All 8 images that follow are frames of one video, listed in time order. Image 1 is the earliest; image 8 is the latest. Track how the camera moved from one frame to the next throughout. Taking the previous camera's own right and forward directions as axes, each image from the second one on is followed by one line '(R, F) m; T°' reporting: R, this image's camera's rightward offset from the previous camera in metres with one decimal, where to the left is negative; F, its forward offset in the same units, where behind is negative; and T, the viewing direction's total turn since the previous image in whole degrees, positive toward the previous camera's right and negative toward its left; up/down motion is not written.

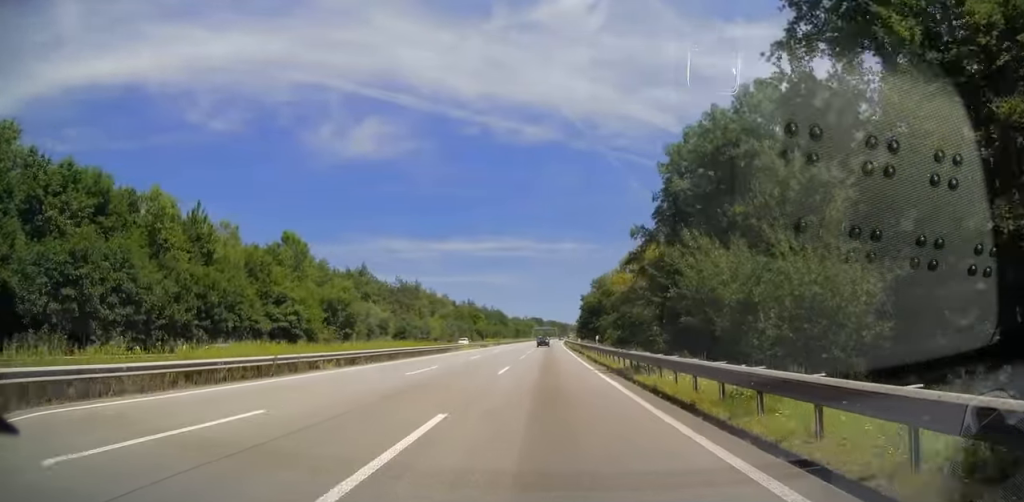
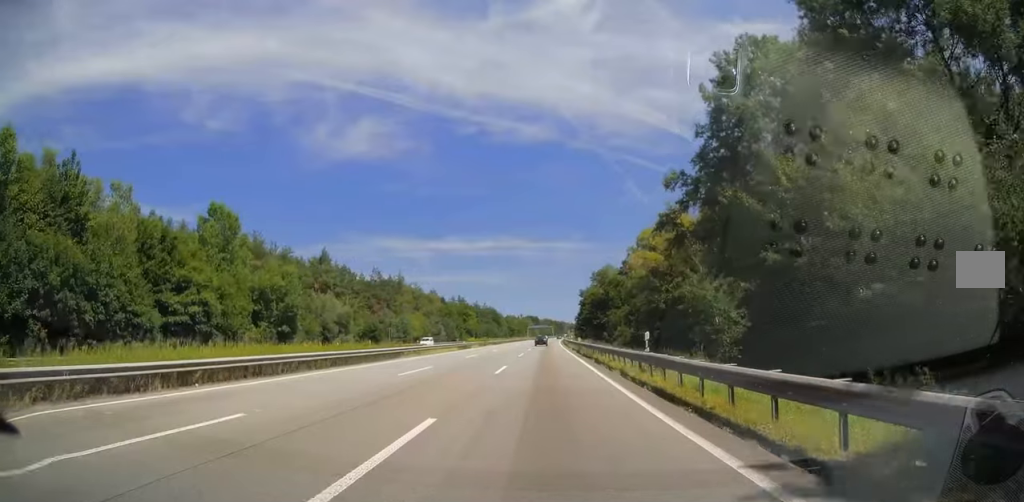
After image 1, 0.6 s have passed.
(+0.1, +18.8) m; 0°
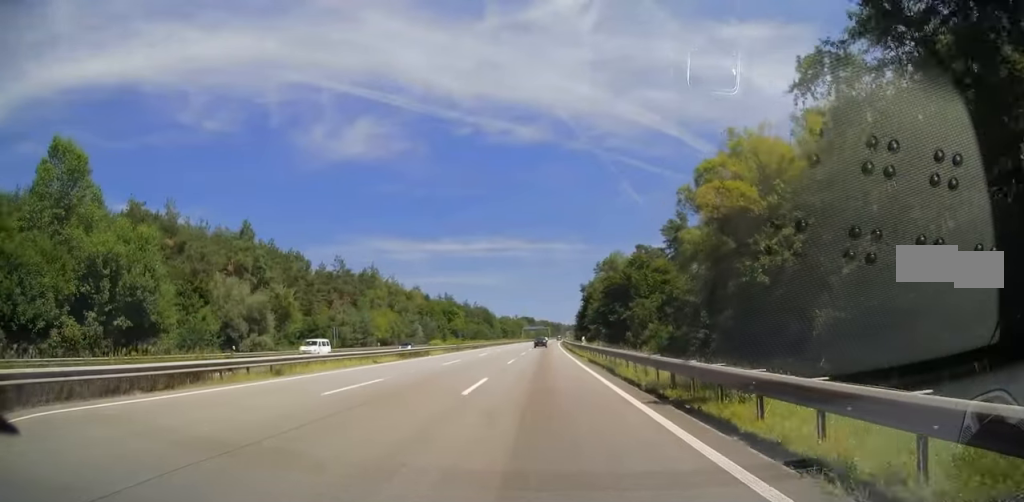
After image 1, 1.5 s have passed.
(0.0, +25.7) m; 0°
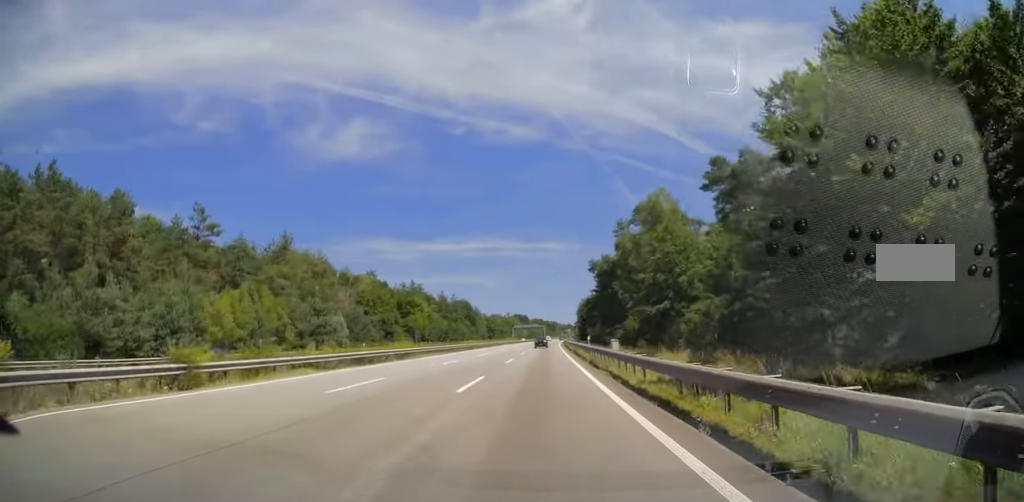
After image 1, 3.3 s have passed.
(+0.7, +53.3) m; +1°
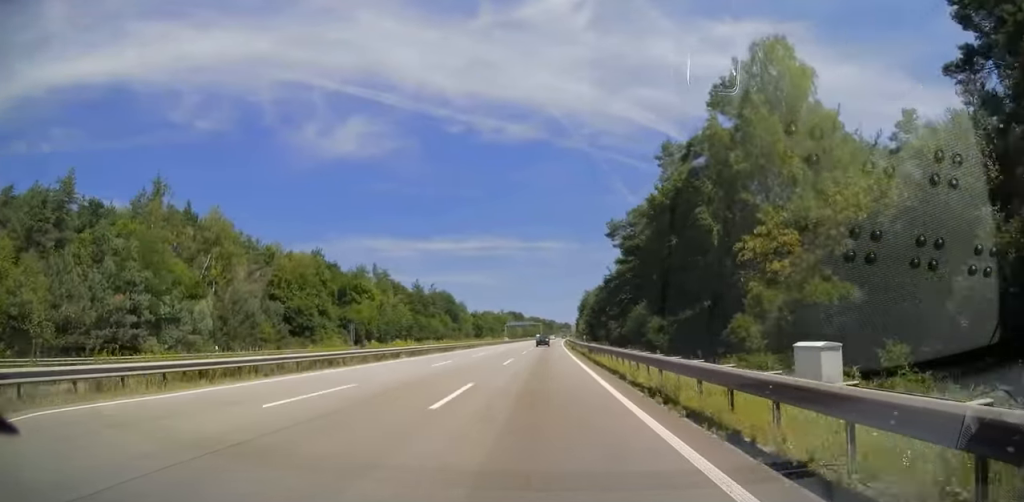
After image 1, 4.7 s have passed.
(-0.3, +40.0) m; -1°
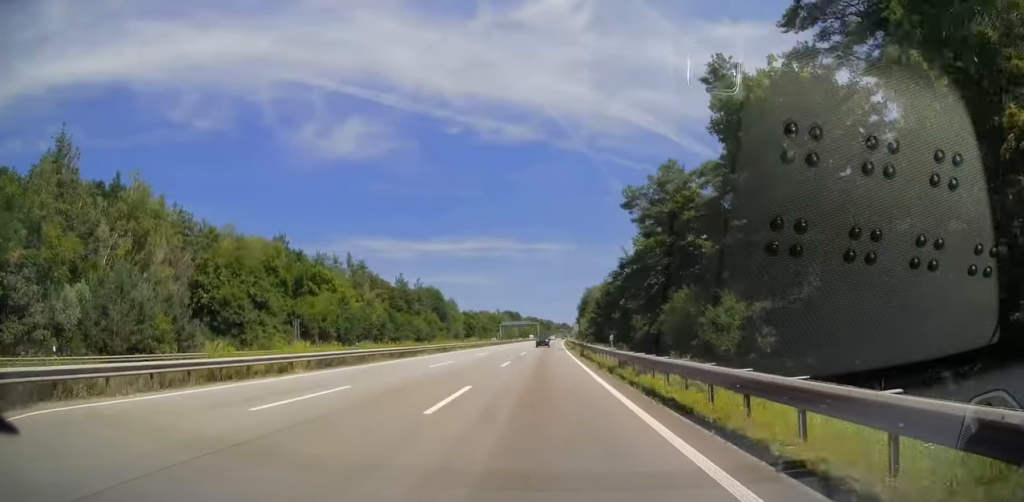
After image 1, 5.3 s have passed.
(-0.2, +18.8) m; 0°
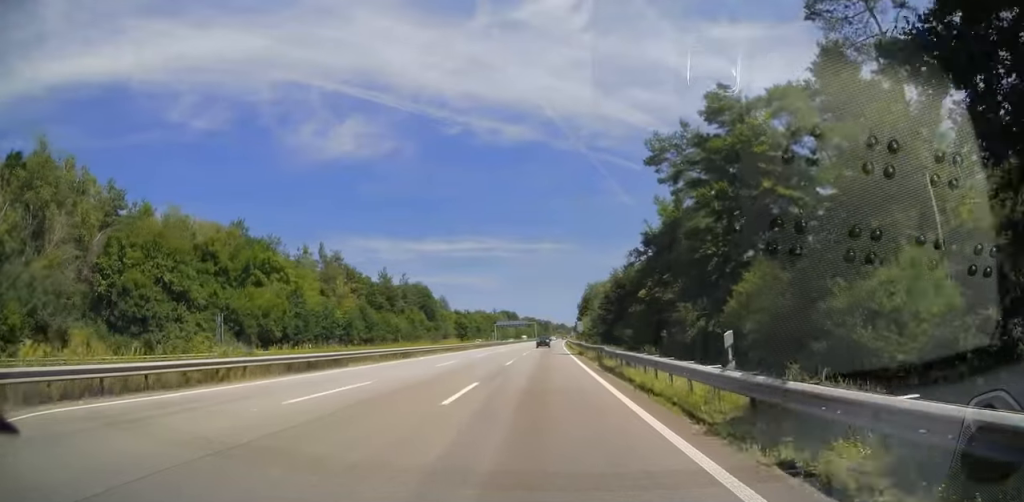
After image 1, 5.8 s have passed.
(+0.2, +16.3) m; +1°
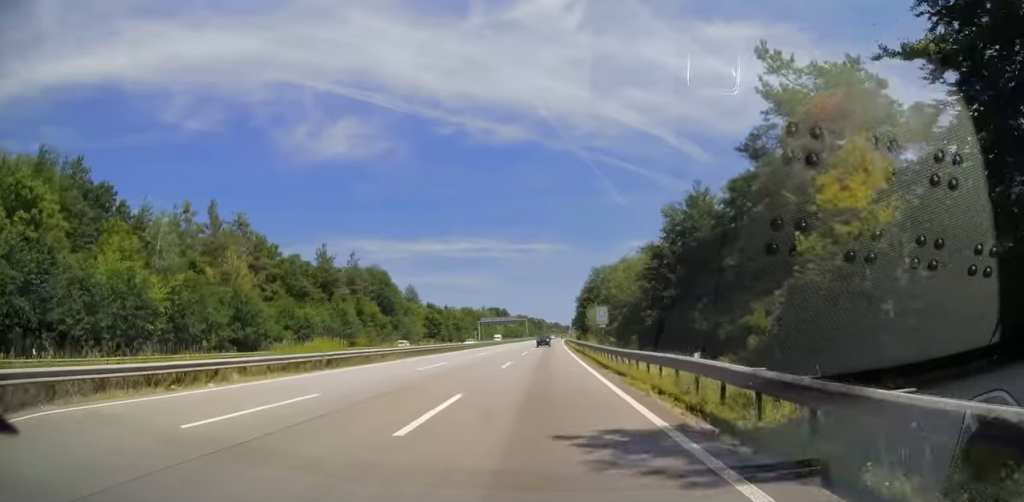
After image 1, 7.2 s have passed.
(+0.7, +39.9) m; +1°
